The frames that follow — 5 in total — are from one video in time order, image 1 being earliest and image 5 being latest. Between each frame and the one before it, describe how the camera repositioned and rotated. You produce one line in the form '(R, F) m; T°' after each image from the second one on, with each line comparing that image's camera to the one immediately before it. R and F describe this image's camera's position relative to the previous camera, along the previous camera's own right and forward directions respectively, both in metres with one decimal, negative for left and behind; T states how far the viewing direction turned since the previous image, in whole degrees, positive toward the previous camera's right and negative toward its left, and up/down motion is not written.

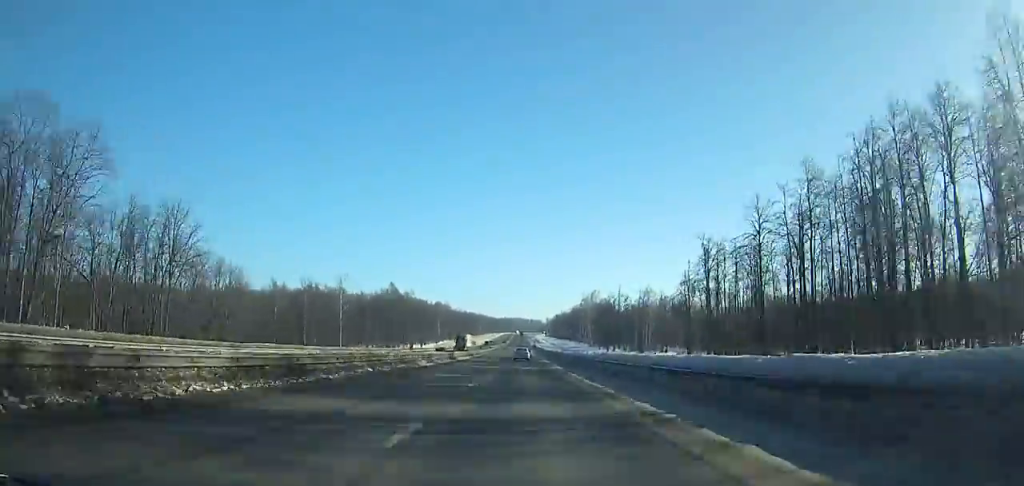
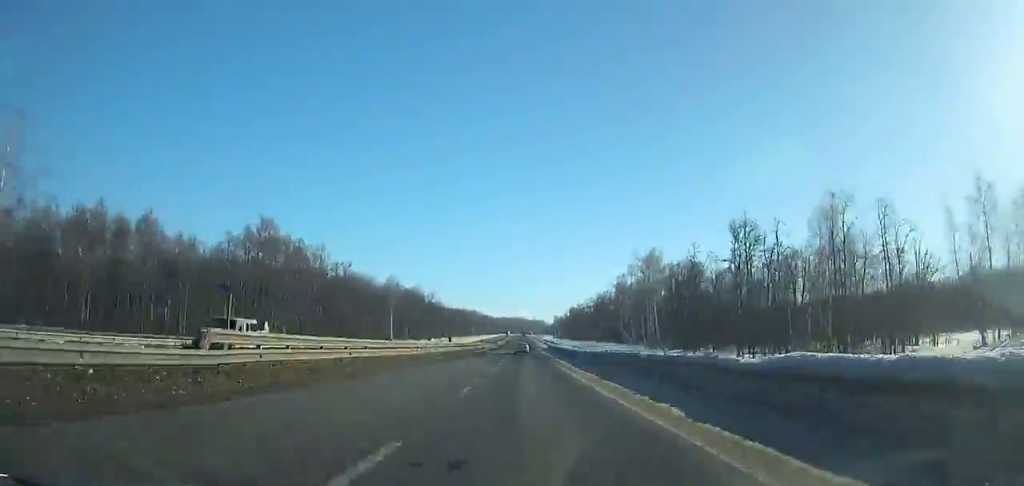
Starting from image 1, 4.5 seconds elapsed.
(-0.5, +121.6) m; 0°
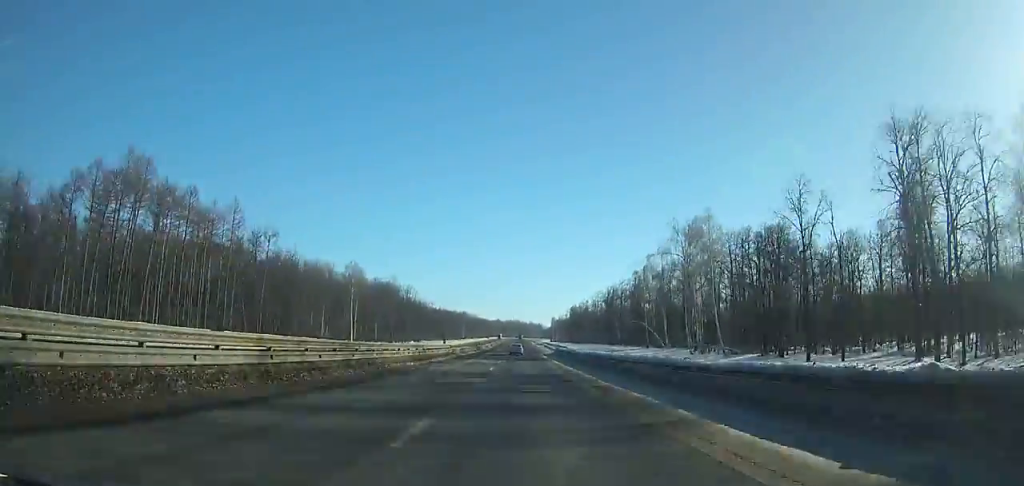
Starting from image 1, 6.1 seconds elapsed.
(+0.1, +43.4) m; 0°
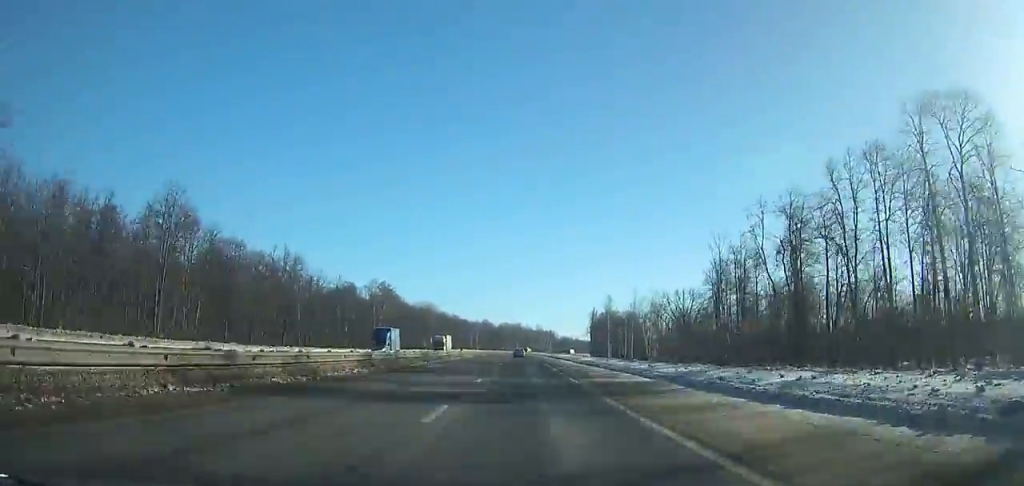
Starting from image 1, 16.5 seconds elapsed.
(+0.9, +285.4) m; 0°
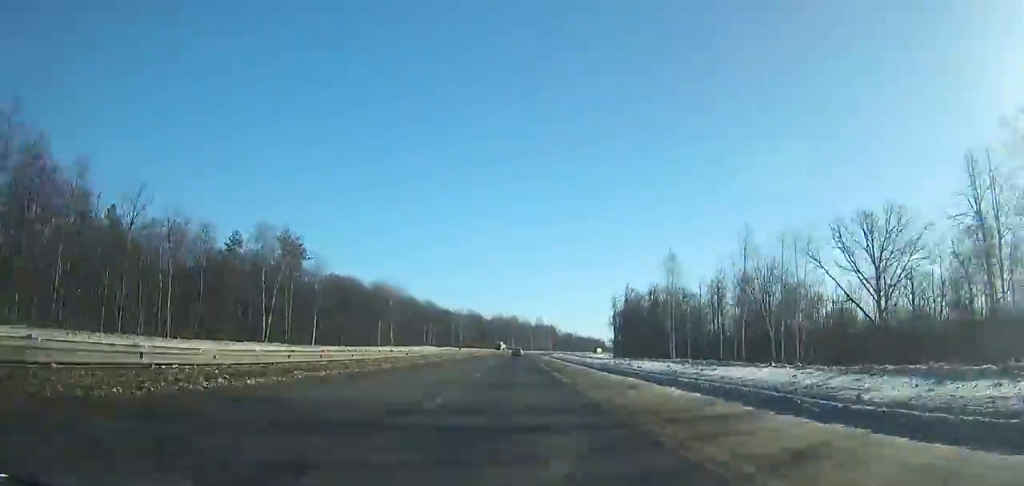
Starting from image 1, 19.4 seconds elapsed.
(0.0, +80.3) m; 0°
